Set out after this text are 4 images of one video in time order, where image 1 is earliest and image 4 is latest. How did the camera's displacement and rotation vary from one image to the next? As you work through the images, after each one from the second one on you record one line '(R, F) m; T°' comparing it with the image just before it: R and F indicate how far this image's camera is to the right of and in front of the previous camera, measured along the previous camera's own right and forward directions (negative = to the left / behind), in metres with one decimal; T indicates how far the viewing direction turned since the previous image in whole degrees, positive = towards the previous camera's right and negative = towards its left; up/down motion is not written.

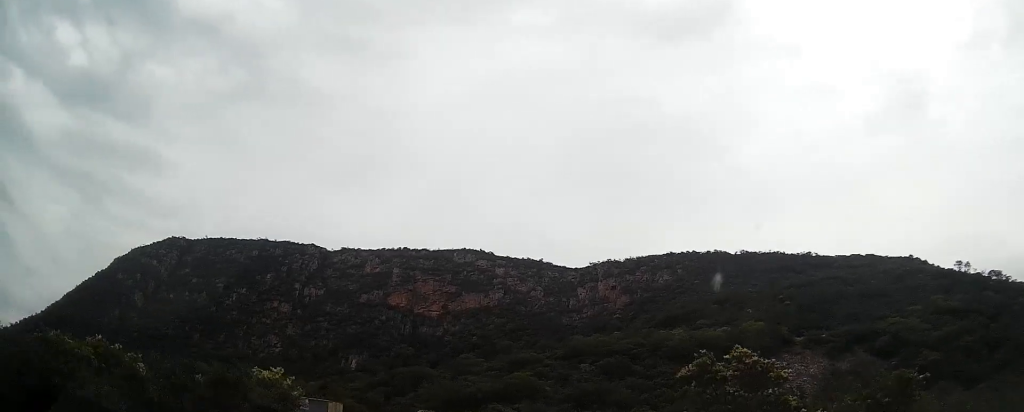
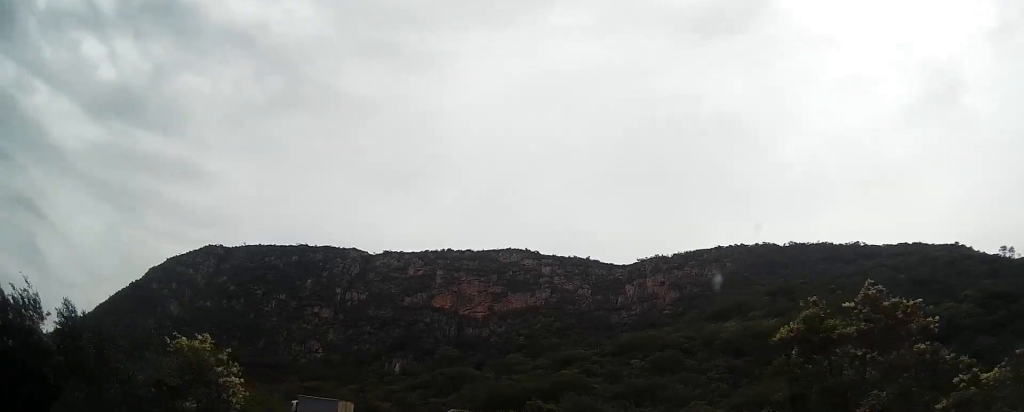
(-0.2, +9.8) m; -2°
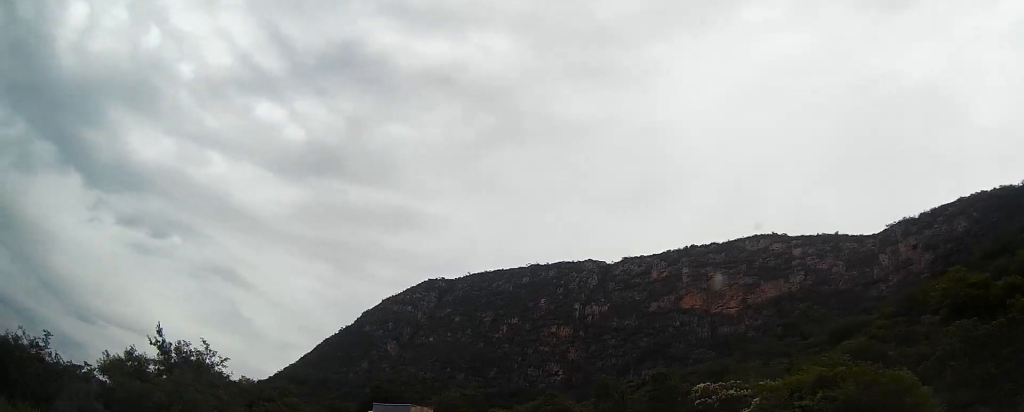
(-7.4, +46.7) m; -22°
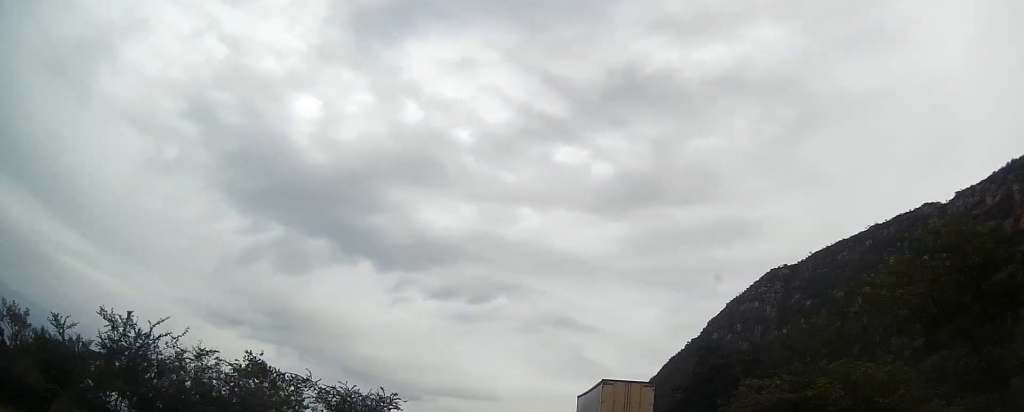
(-16.1, +55.8) m; -32°
